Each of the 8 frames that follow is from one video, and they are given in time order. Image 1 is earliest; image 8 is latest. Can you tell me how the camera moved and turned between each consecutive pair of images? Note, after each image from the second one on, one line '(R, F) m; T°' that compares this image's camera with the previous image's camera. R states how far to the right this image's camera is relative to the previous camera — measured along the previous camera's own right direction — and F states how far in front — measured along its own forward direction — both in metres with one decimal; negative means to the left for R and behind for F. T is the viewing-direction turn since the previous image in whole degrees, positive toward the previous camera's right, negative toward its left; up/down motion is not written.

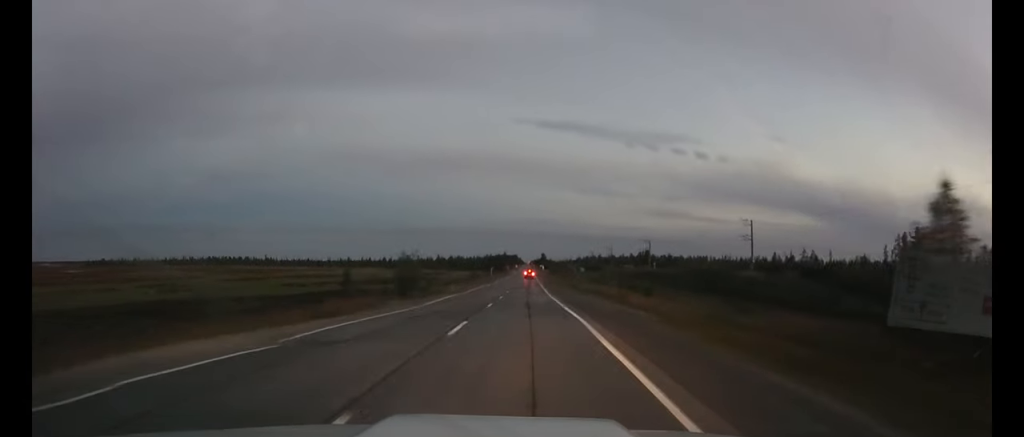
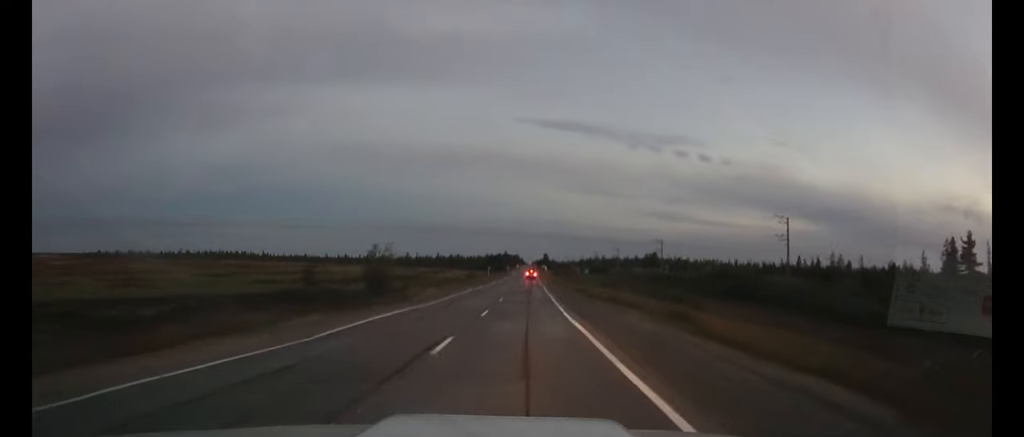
(0.0, +15.3) m; 0°
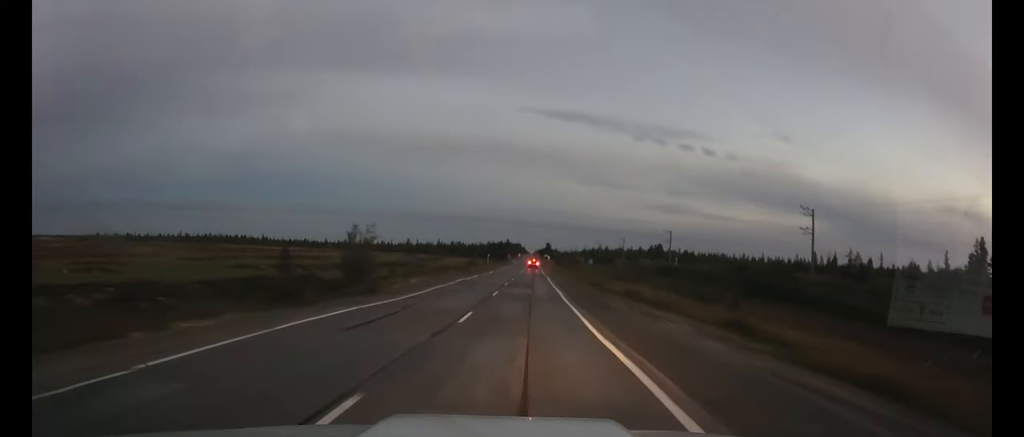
(0.0, +8.1) m; 0°
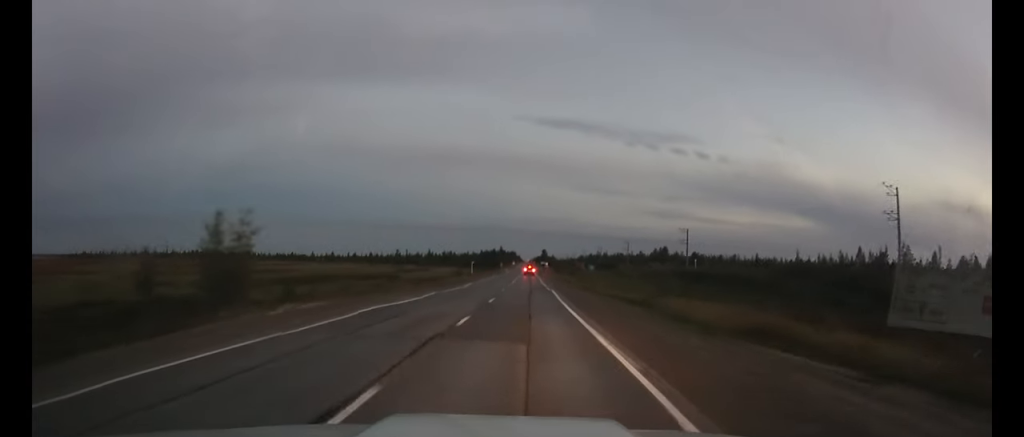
(0.0, +24.7) m; 0°
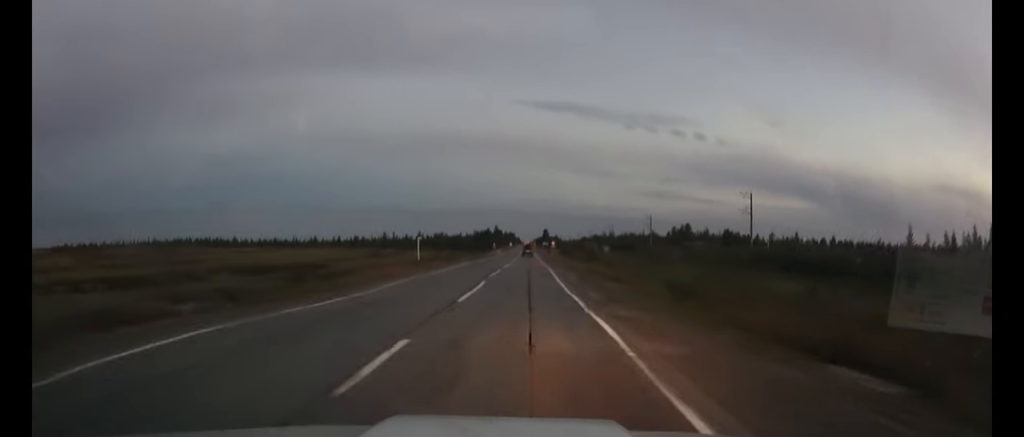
(+0.1, +45.6) m; 0°
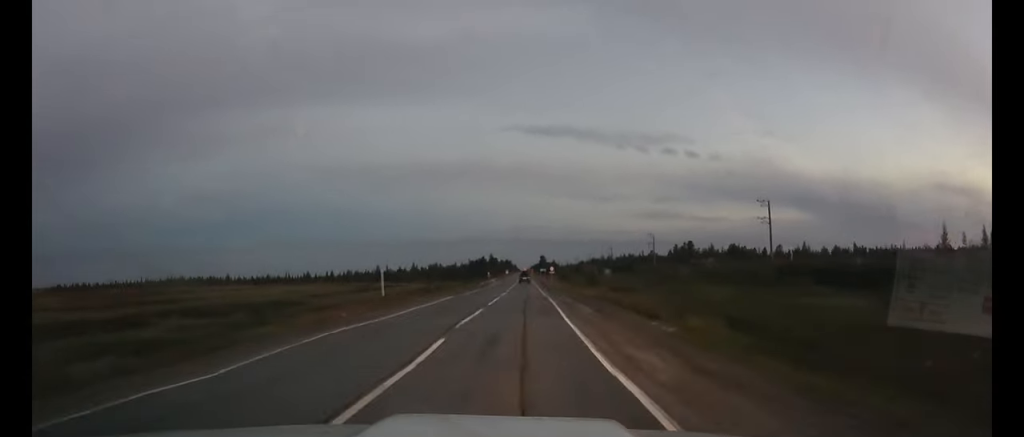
(0.0, +11.4) m; 0°
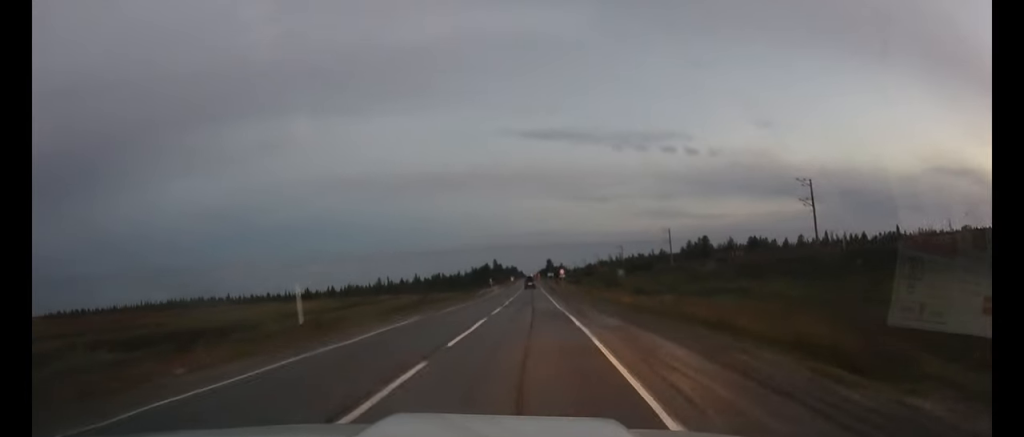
(+0.1, +15.6) m; 0°
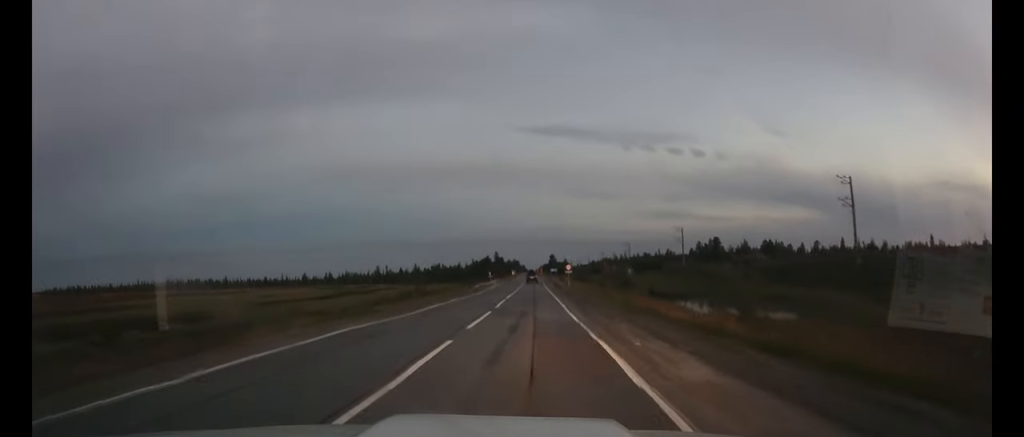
(-0.1, +10.3) m; 0°
